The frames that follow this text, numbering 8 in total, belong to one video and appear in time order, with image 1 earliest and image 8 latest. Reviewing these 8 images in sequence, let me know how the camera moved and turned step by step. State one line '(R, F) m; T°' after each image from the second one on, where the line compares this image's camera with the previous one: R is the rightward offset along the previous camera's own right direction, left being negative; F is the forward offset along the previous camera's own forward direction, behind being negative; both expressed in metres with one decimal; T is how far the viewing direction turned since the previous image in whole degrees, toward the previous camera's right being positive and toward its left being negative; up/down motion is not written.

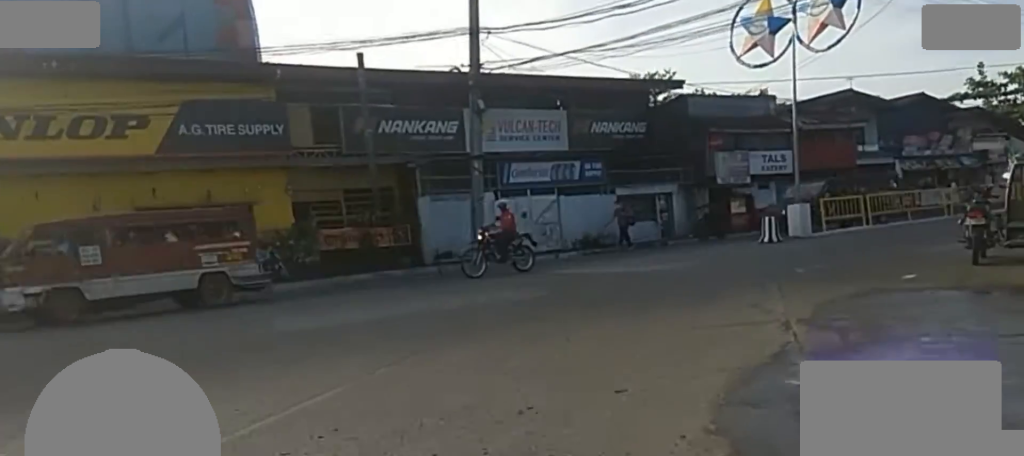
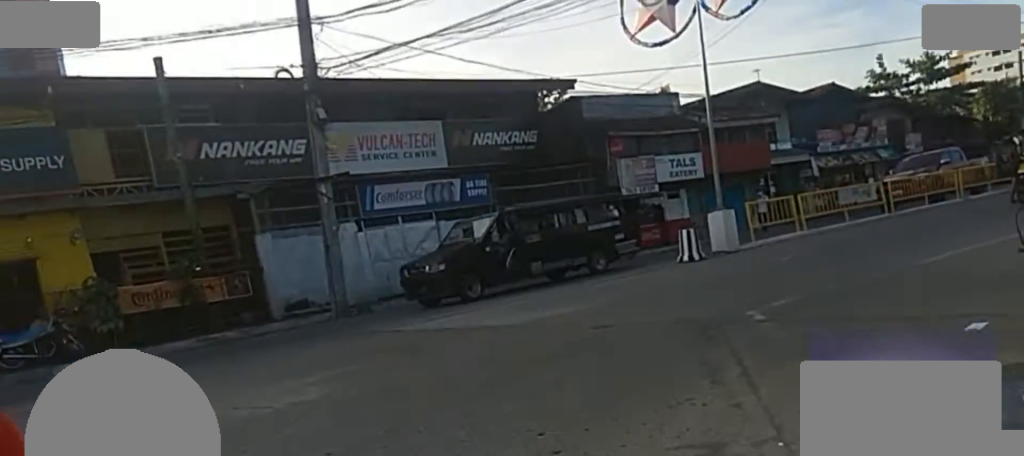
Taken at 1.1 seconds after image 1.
(-0.4, +6.3) m; -1°
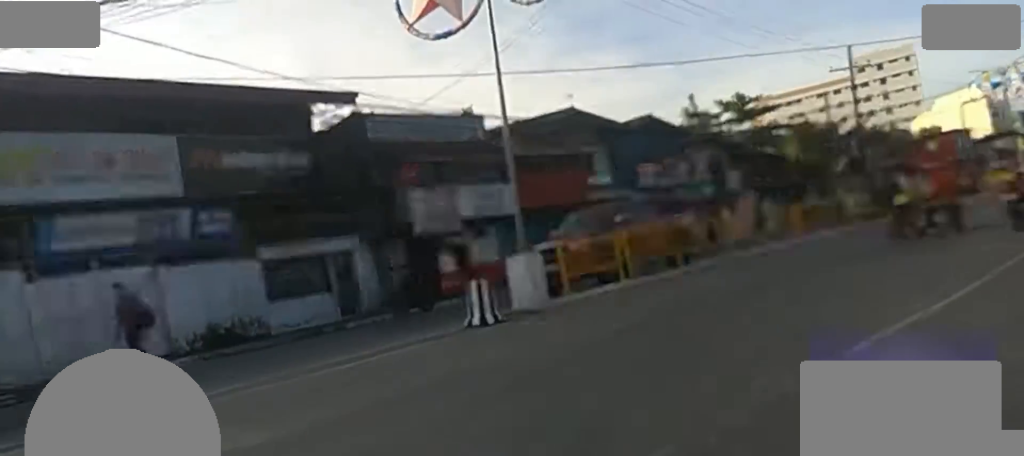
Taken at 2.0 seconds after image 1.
(+0.3, +5.7) m; +4°
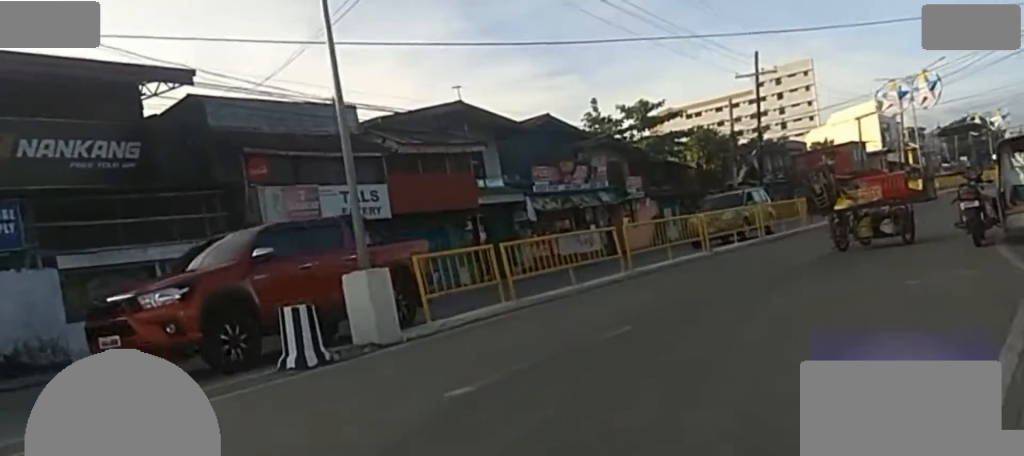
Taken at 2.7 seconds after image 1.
(-0.7, +4.1) m; +8°
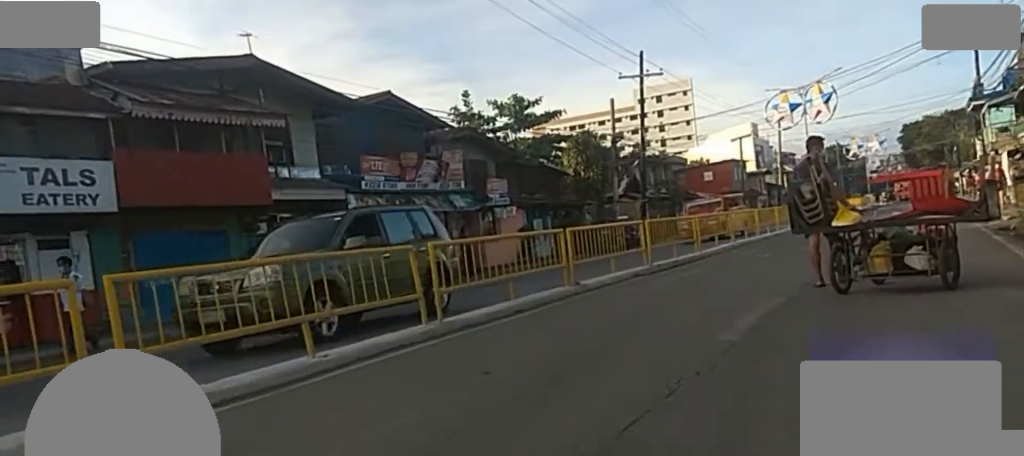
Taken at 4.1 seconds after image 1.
(+1.8, +8.2) m; +5°
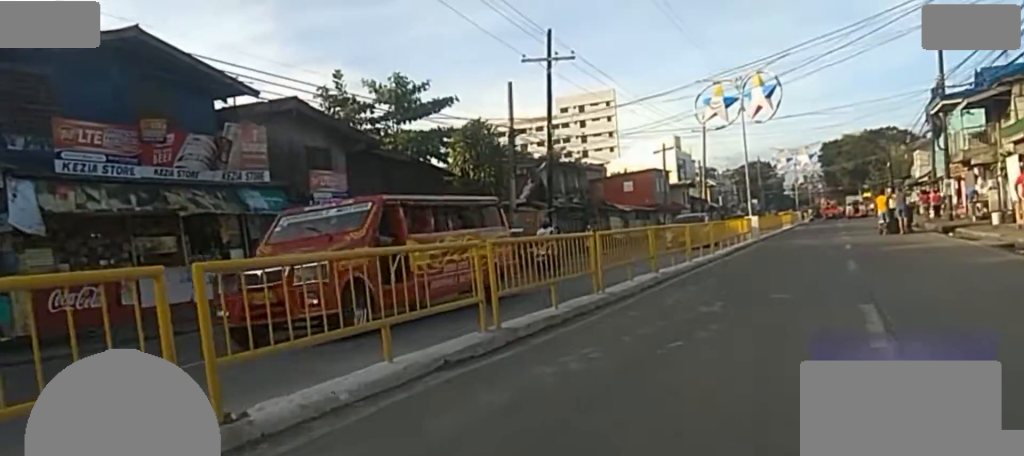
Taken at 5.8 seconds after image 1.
(-1.1, +10.7) m; -6°
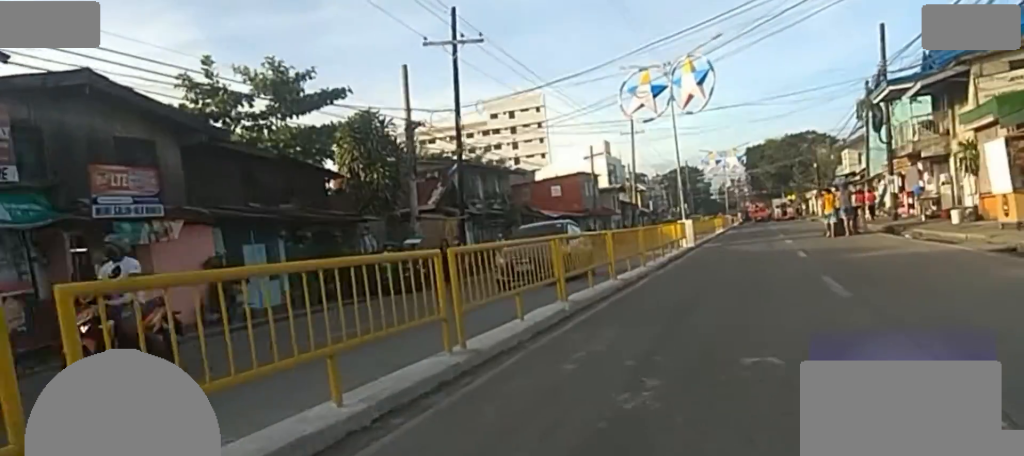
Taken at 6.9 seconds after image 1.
(0.0, +6.6) m; 0°
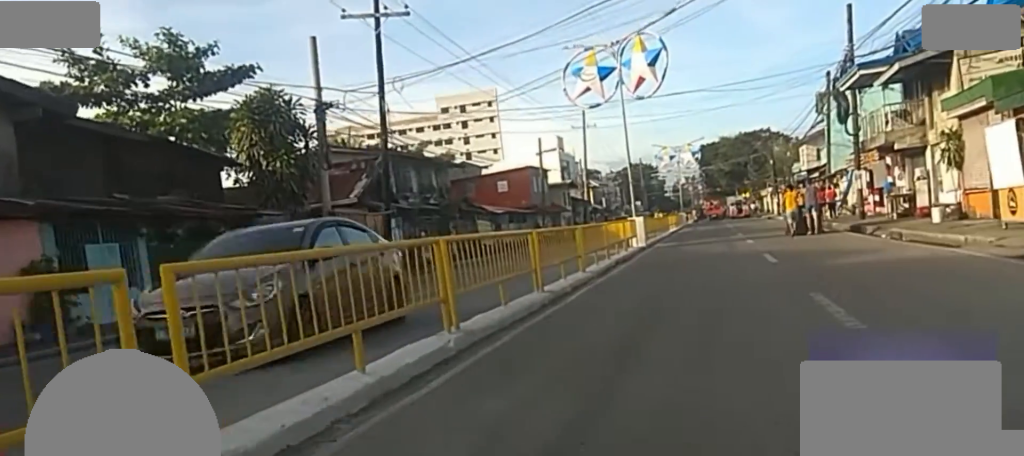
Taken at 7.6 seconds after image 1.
(0.0, +4.2) m; 0°
